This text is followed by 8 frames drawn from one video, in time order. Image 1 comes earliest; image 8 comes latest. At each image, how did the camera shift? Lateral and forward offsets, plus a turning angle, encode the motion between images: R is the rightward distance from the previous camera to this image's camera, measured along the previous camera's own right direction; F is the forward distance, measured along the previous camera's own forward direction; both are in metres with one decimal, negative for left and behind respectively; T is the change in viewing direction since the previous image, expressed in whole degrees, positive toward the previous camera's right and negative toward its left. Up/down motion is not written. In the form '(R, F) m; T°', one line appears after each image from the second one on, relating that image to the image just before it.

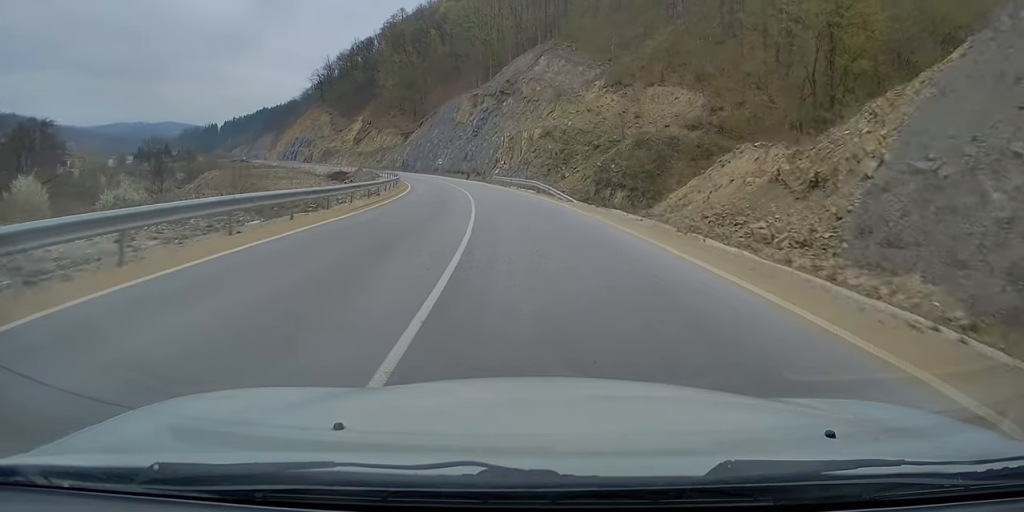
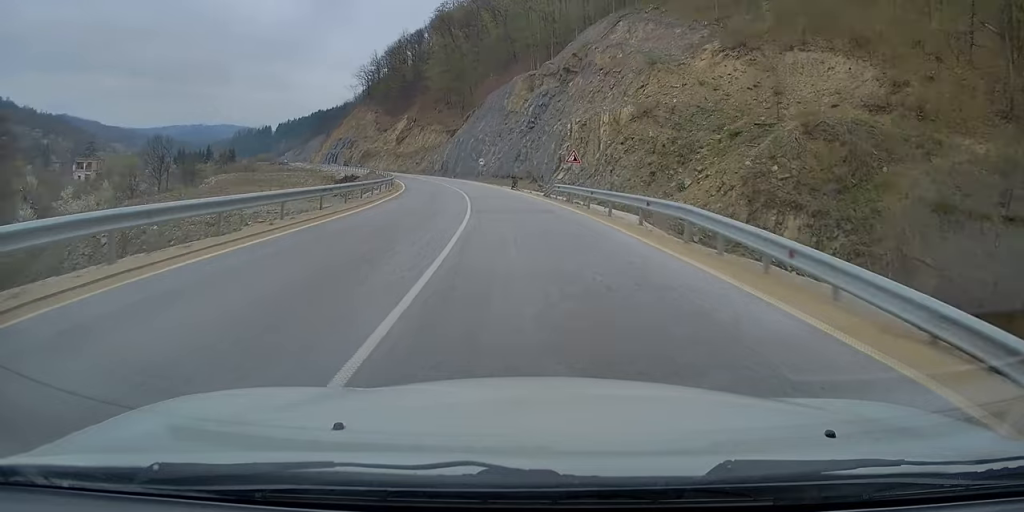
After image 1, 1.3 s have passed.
(-1.3, +29.2) m; -6°
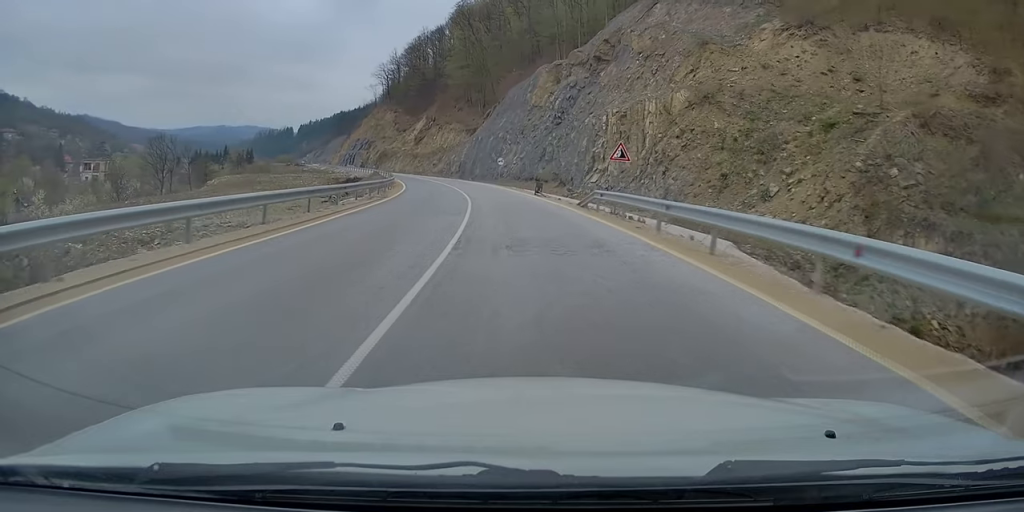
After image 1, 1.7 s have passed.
(-0.4, +9.8) m; -2°
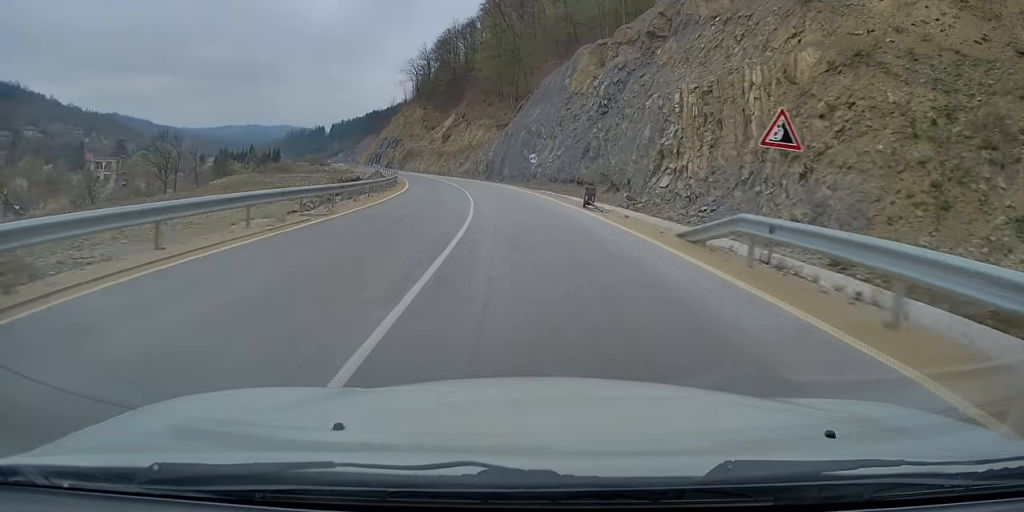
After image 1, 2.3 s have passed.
(-0.3, +13.7) m; -3°
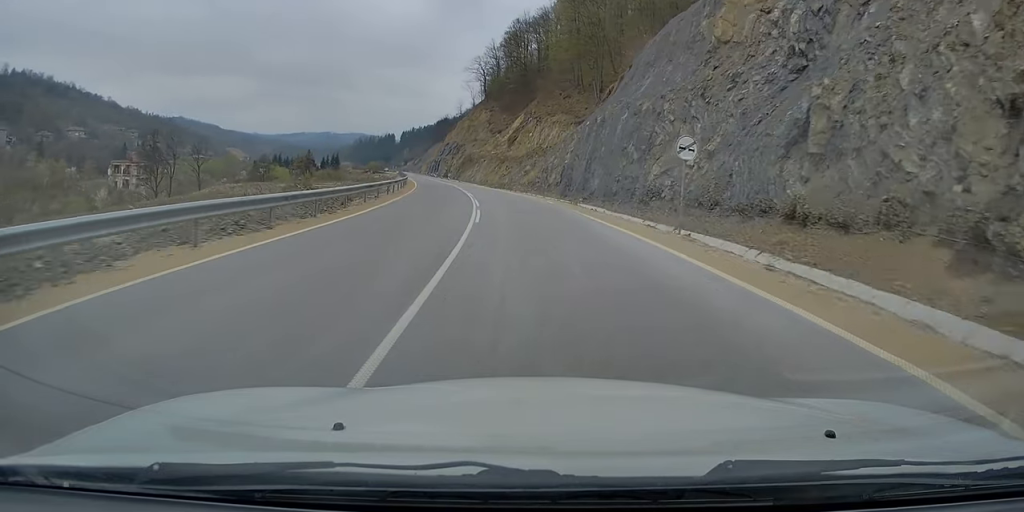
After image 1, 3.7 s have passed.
(-1.8, +32.0) m; -6°
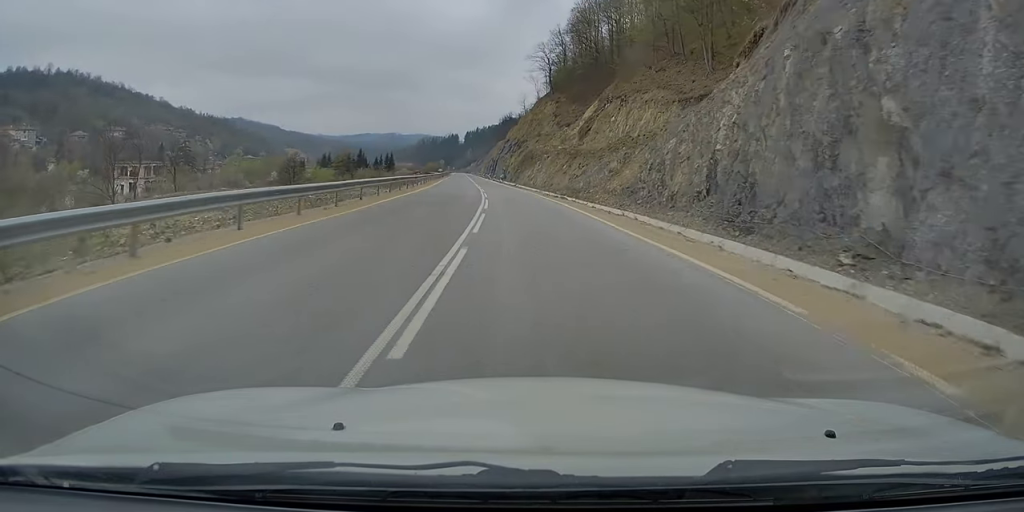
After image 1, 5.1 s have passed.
(-1.7, +31.1) m; -6°
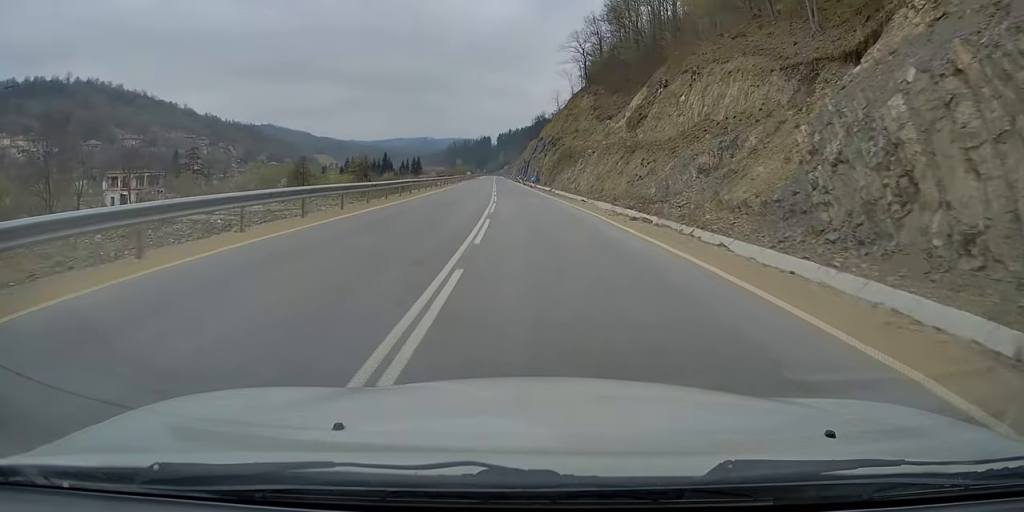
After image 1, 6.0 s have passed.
(-0.5, +20.4) m; -2°
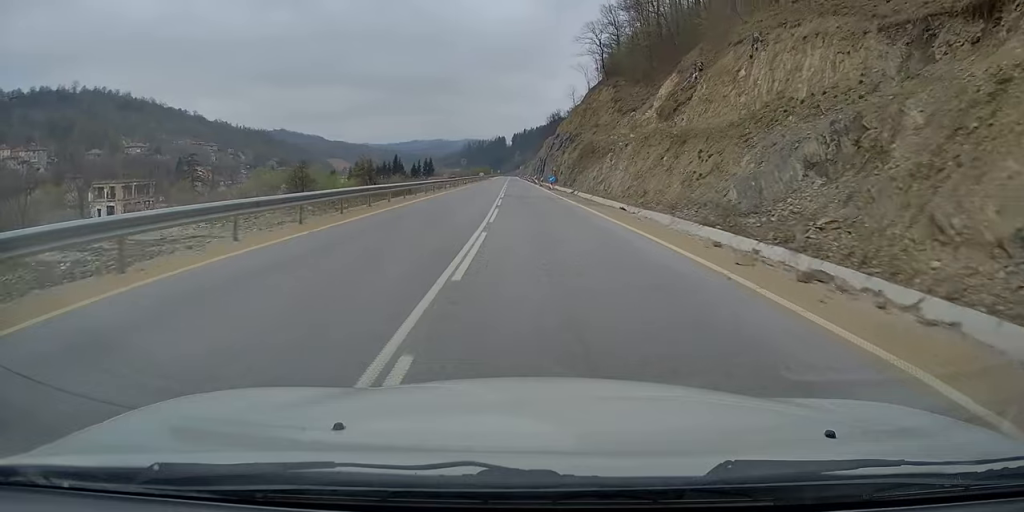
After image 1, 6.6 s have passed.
(-0.1, +12.8) m; -1°
